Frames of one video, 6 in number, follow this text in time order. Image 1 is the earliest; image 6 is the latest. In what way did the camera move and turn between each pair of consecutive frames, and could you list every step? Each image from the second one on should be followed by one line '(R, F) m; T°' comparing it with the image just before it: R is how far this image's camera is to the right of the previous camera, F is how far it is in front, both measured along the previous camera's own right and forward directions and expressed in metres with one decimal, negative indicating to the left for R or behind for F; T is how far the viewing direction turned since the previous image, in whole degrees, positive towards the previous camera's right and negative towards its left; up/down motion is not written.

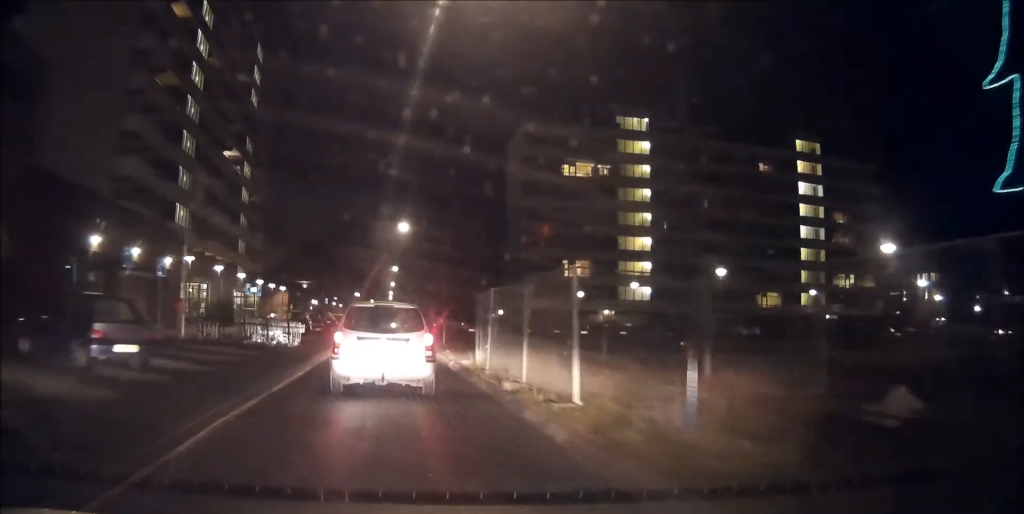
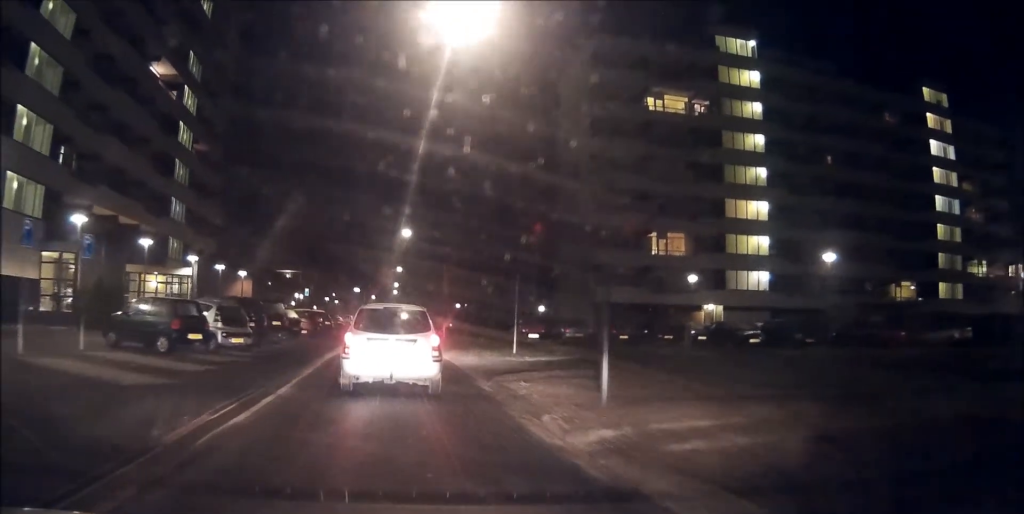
(+0.5, +27.1) m; 0°
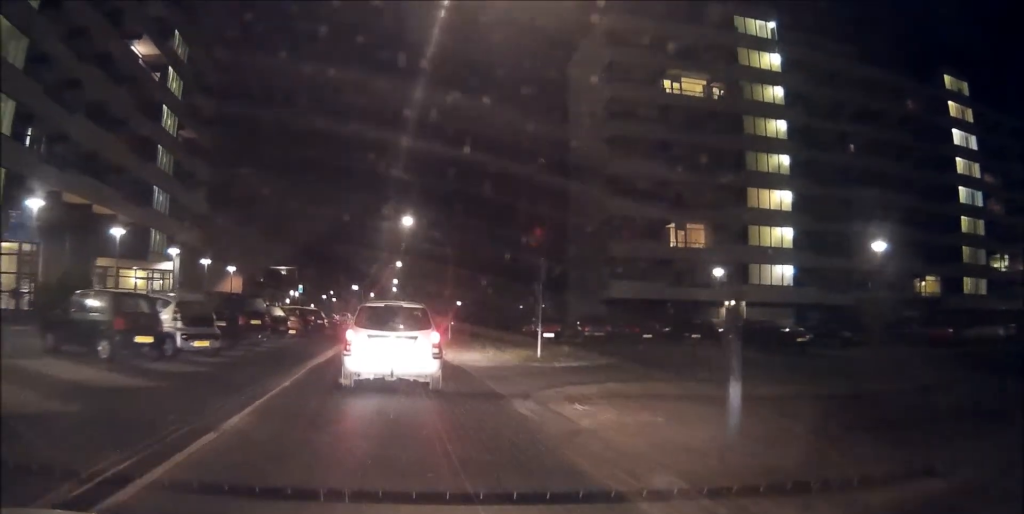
(-0.2, +4.0) m; -1°
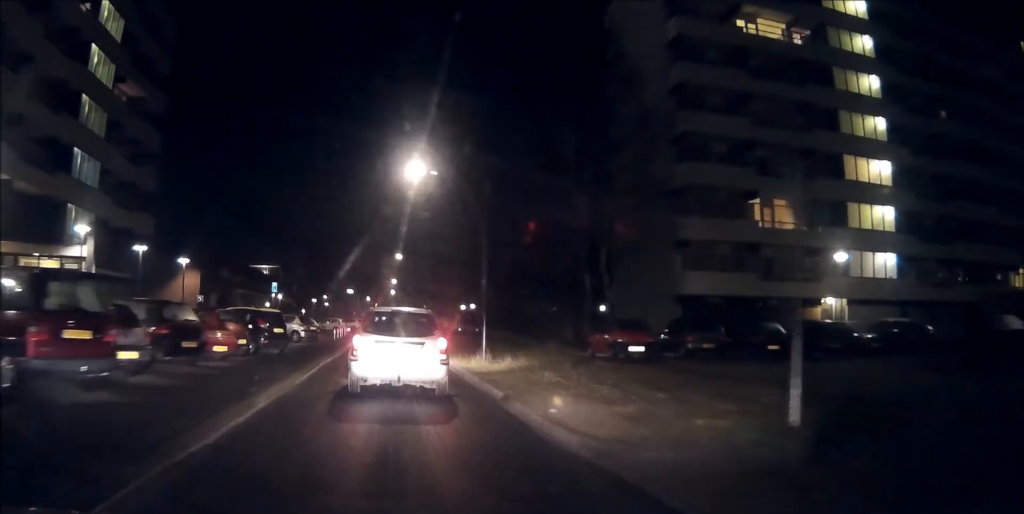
(0.0, +13.4) m; -2°
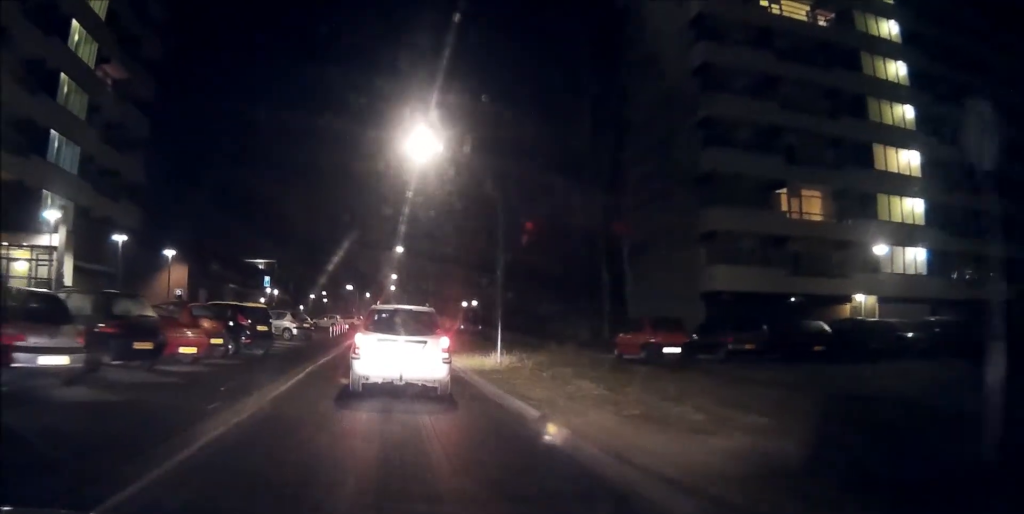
(0.0, +3.1) m; -1°
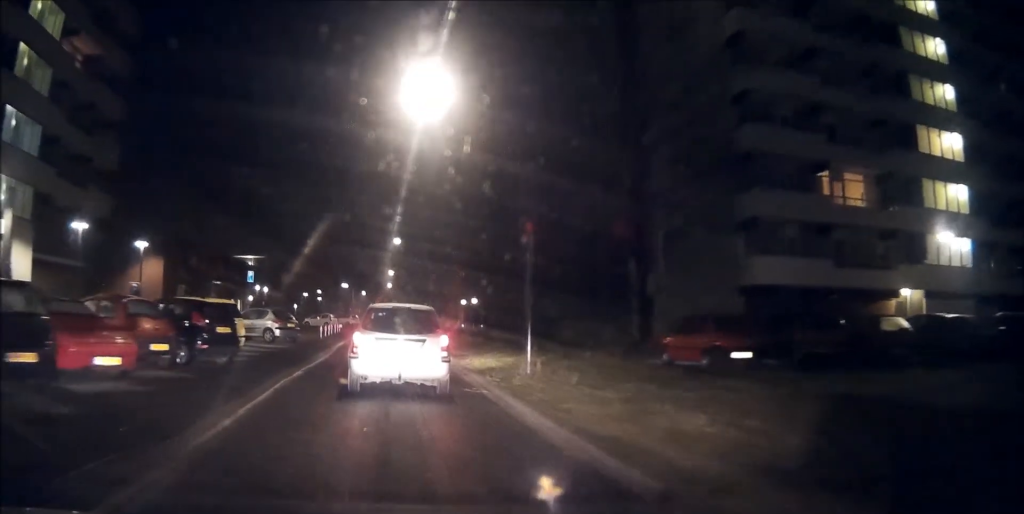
(-0.1, +4.5) m; 0°
